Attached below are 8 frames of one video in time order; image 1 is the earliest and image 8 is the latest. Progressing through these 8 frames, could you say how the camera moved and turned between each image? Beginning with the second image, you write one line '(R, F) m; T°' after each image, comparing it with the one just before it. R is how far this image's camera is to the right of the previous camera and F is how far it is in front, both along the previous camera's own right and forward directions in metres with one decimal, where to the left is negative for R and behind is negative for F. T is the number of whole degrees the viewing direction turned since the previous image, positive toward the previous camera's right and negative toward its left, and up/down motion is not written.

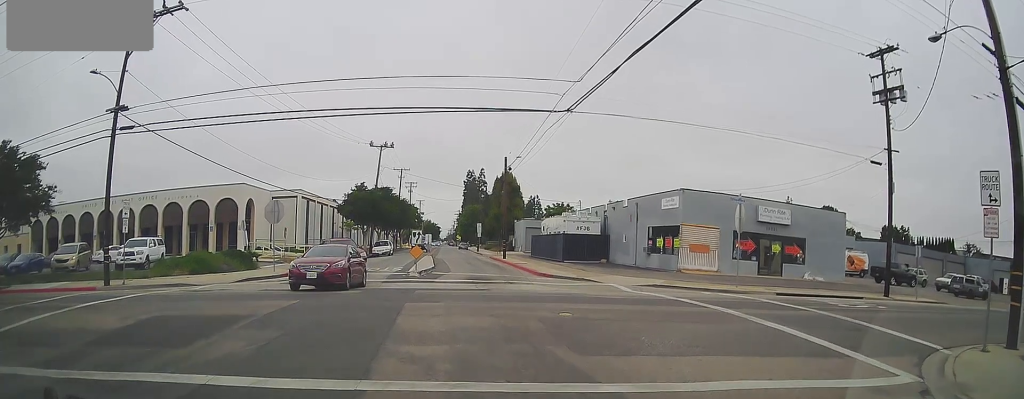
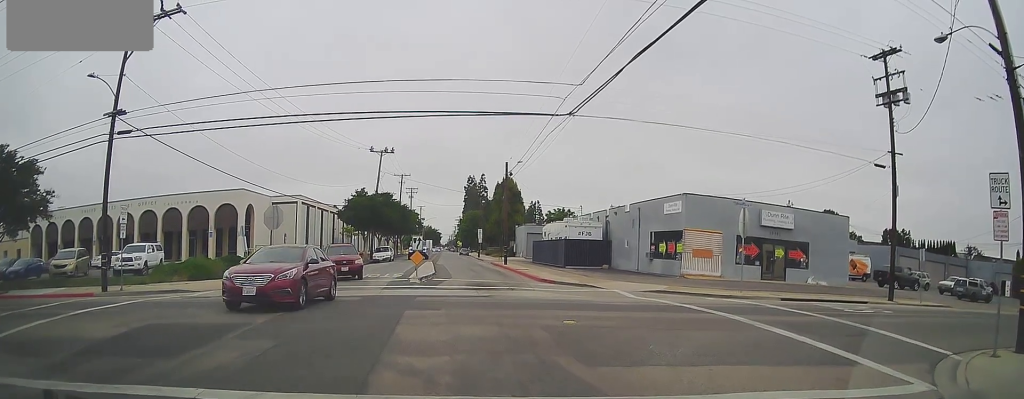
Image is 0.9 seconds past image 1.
(0.0, +0.6) m; 0°
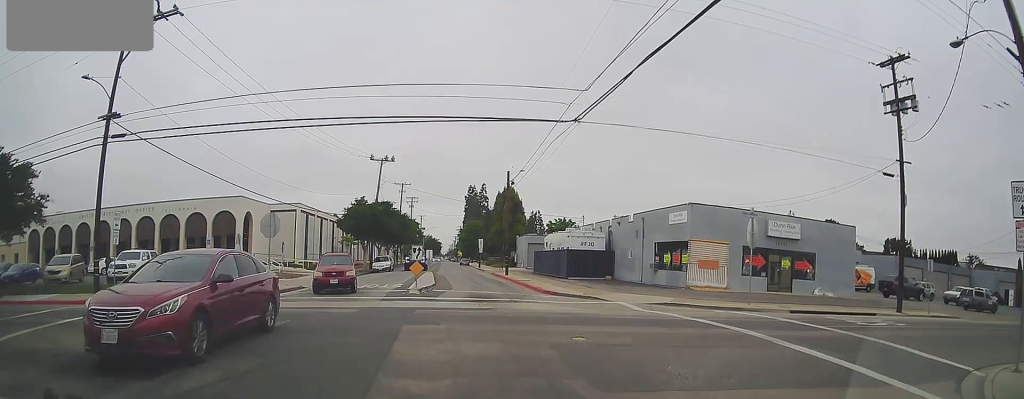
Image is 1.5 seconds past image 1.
(0.0, +0.6) m; -1°
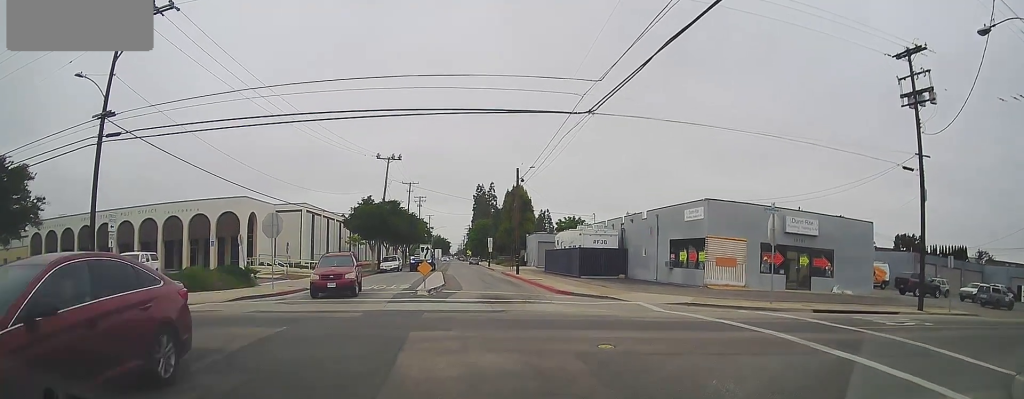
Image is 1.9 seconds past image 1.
(0.0, +0.5) m; -1°
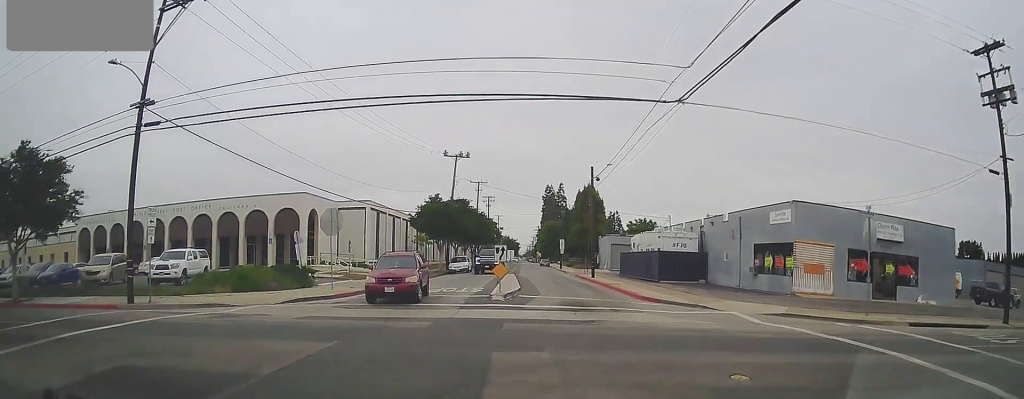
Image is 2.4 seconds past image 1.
(0.0, +1.5) m; -8°
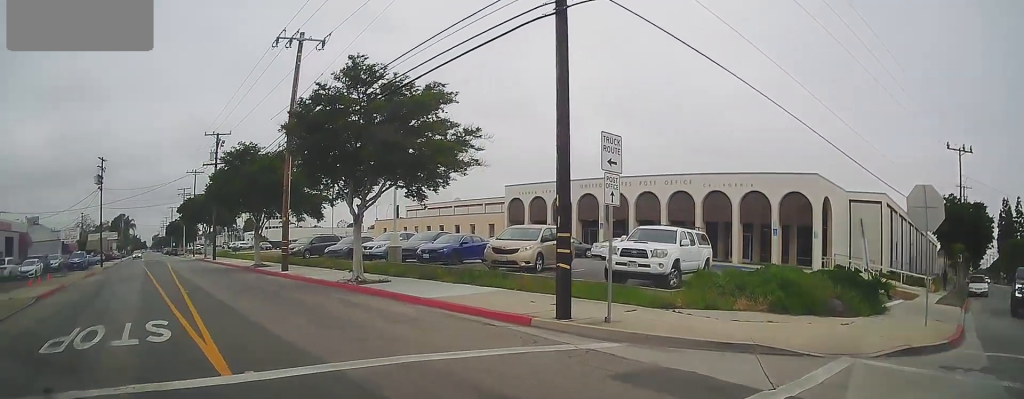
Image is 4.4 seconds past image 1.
(-3.7, +8.9) m; -45°
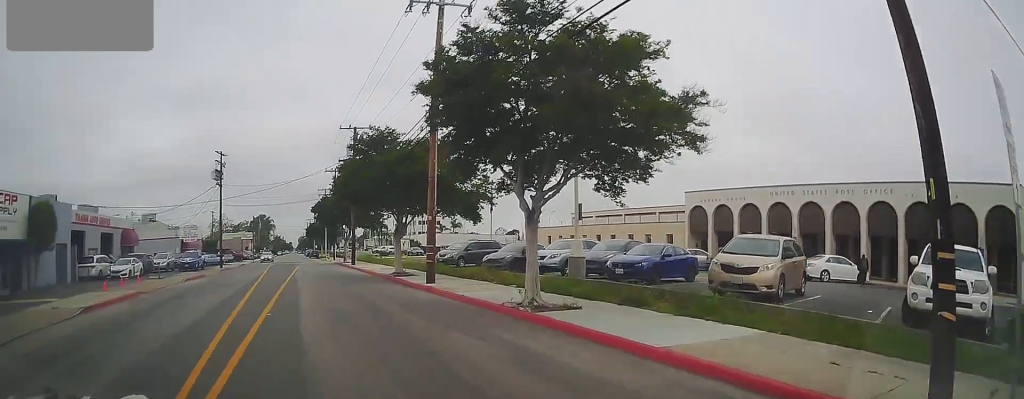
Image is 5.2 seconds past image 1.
(-0.9, +5.6) m; -16°
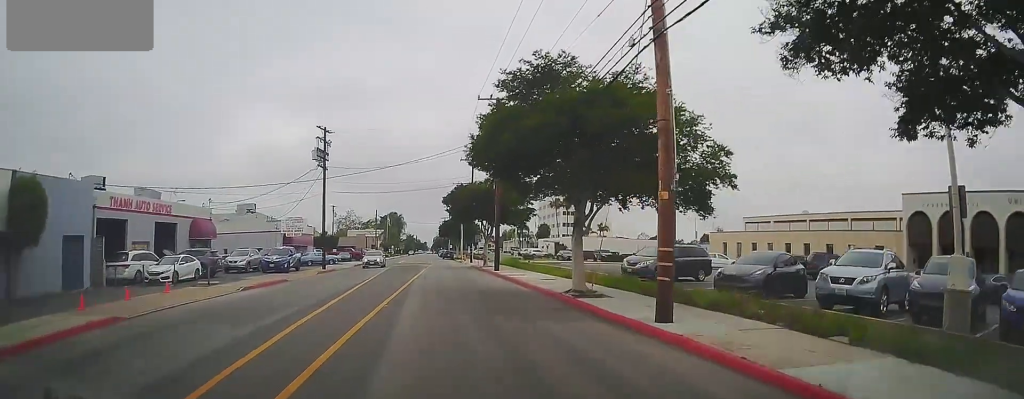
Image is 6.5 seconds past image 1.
(-1.9, +10.4) m; -15°
